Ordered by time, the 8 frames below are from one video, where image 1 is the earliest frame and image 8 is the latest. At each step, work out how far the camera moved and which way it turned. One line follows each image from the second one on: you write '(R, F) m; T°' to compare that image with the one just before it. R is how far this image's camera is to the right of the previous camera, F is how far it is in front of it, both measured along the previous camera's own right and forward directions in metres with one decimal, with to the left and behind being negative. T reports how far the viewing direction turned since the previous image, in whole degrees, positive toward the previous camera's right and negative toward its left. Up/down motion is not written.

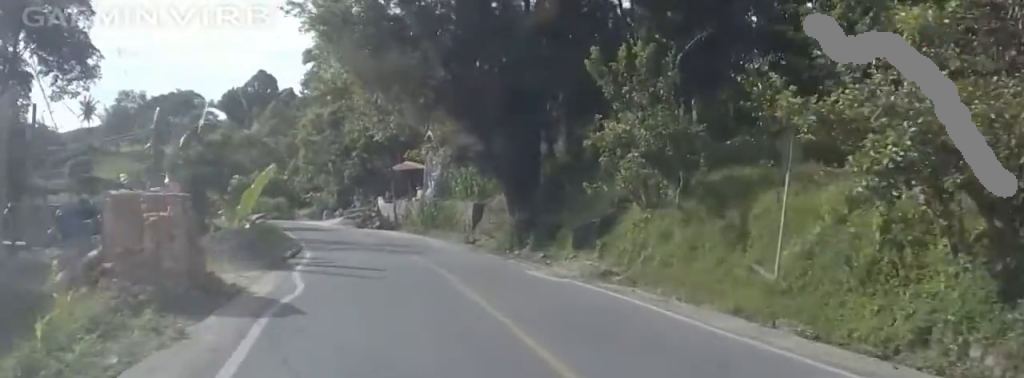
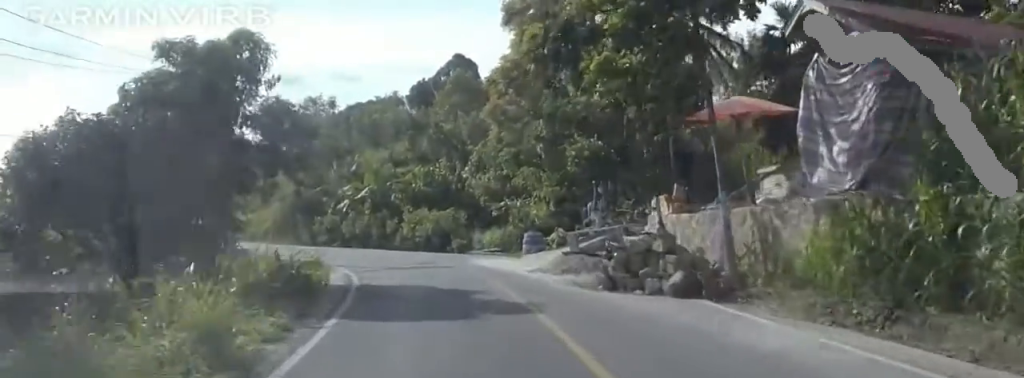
(-2.8, +34.3) m; -11°
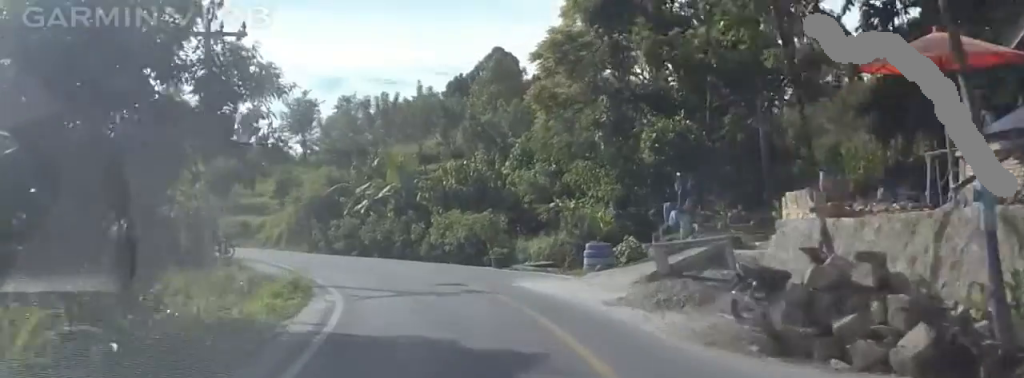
(+0.1, +7.4) m; -5°
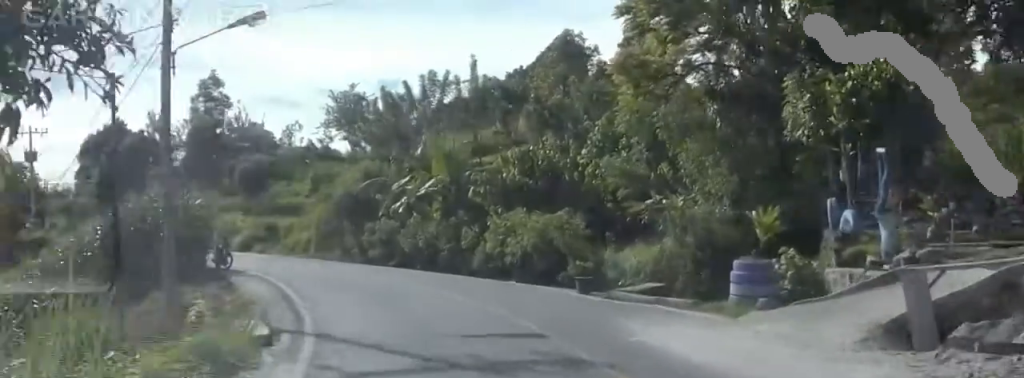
(-0.5, +8.3) m; -6°
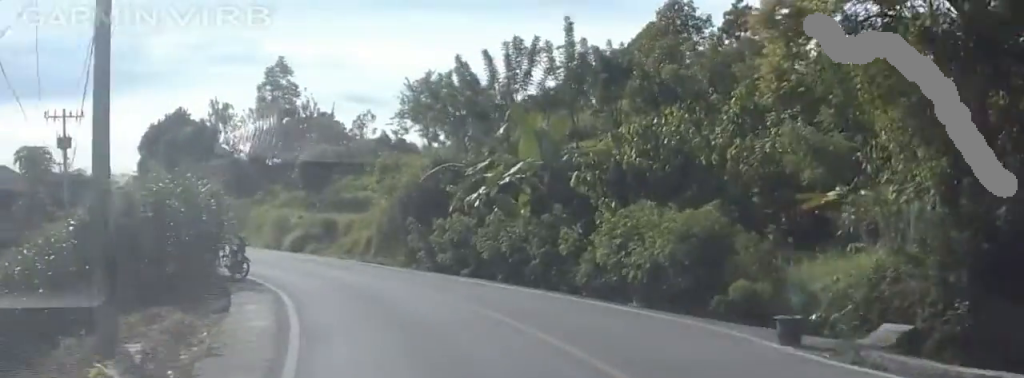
(-0.6, +7.4) m; -6°
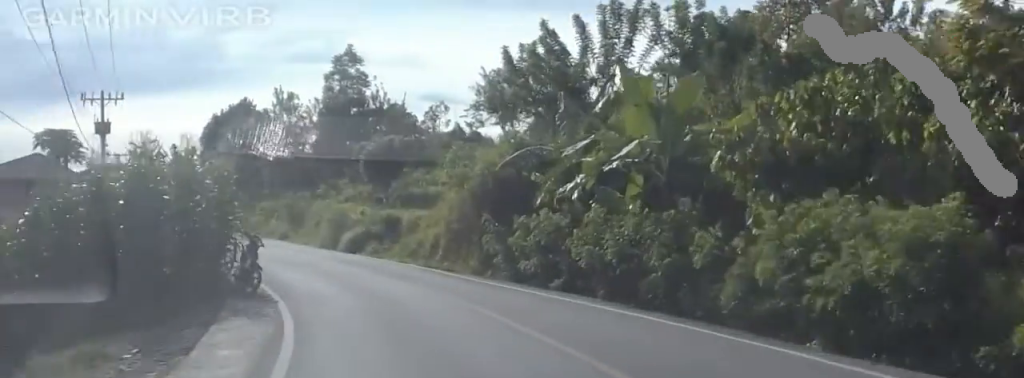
(-0.2, +5.9) m; -3°
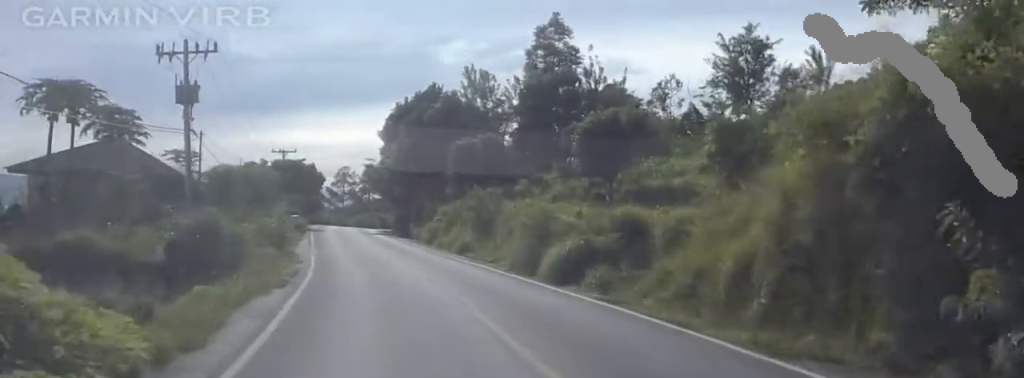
(-1.2, +18.3) m; -8°
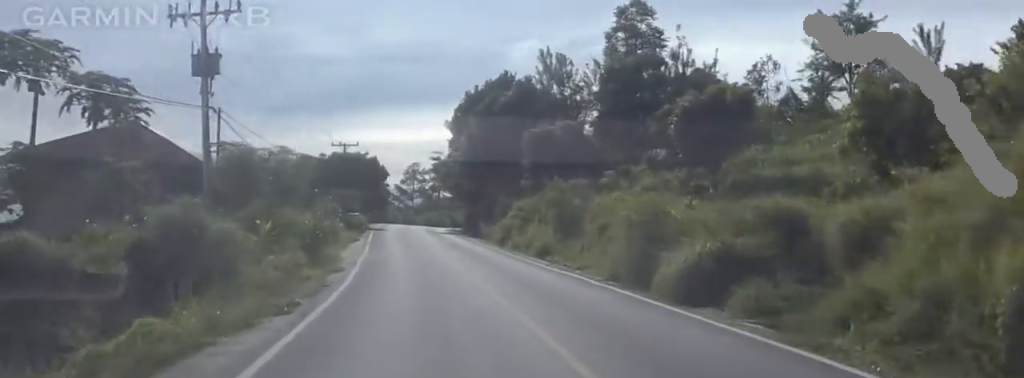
(-0.2, +6.8) m; -3°
